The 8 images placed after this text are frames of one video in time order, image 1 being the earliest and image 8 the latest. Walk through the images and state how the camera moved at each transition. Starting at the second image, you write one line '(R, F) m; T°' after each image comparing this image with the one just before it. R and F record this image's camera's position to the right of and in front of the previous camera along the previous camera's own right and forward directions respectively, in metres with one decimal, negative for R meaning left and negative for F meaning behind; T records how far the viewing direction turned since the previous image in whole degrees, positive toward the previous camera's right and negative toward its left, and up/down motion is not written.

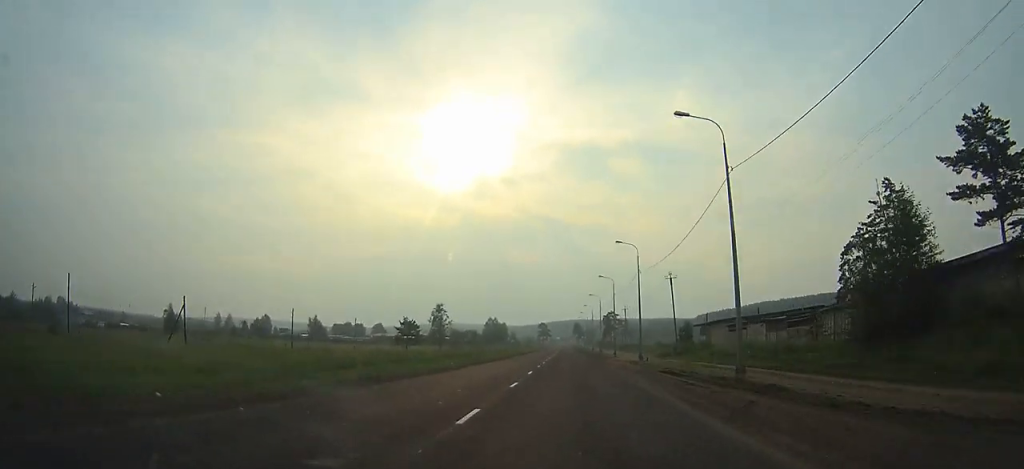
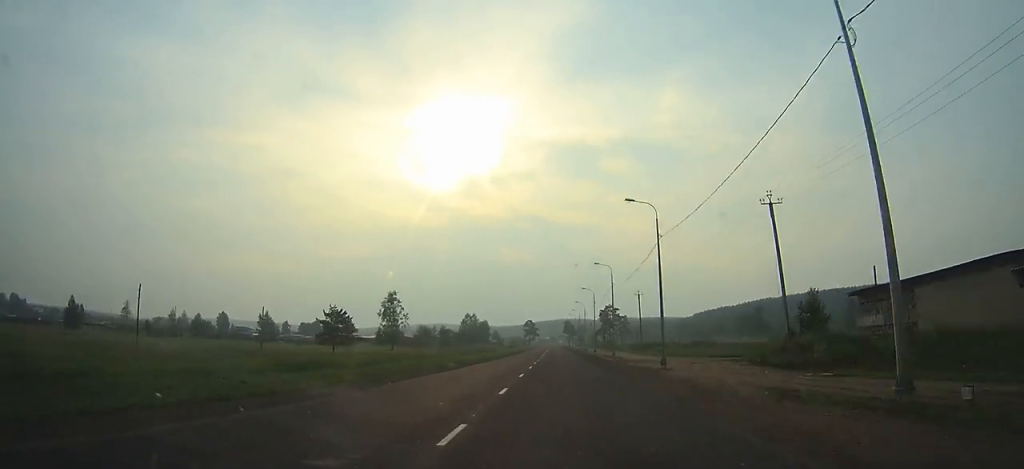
(0.0, +41.9) m; 0°
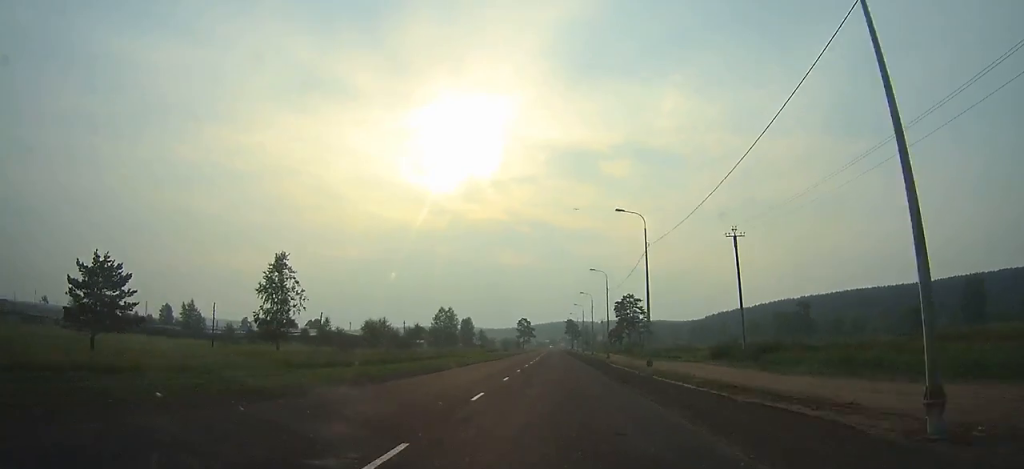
(+0.2, +58.0) m; 0°
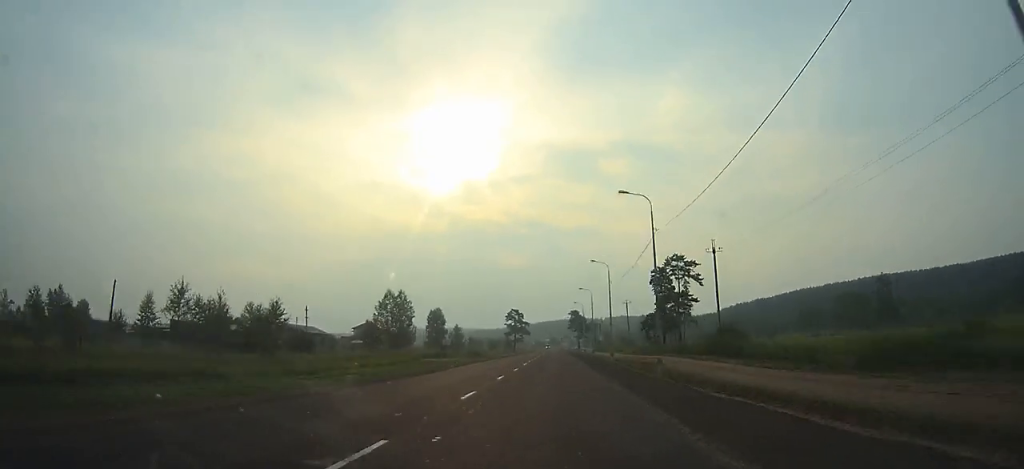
(-0.2, +62.5) m; 0°
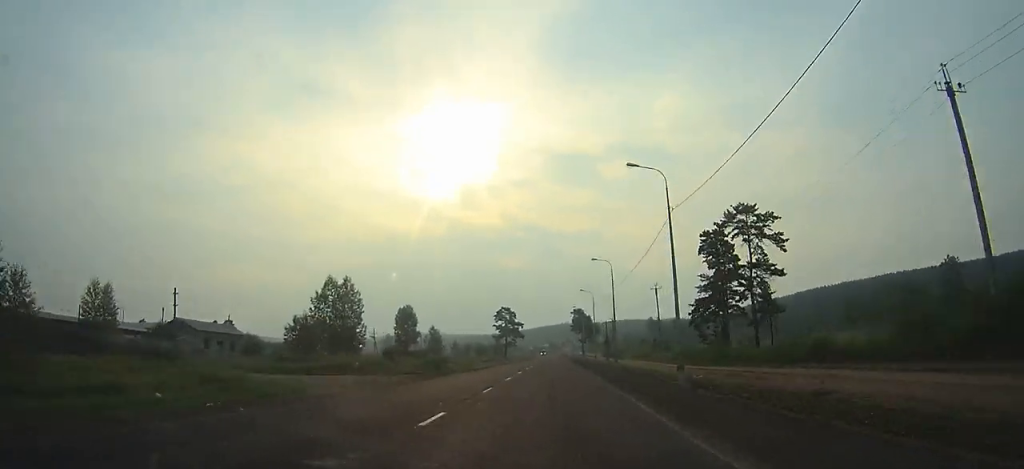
(-0.1, +34.4) m; 0°
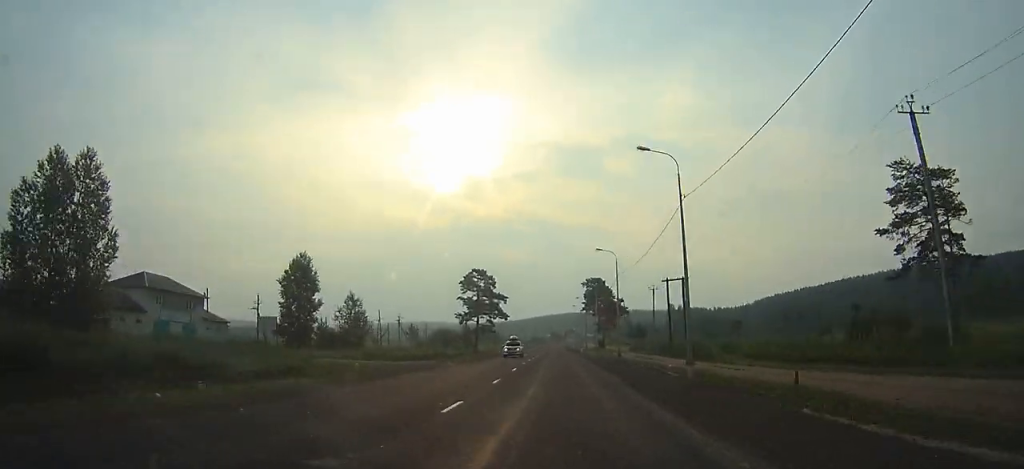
(-0.1, +58.8) m; 0°
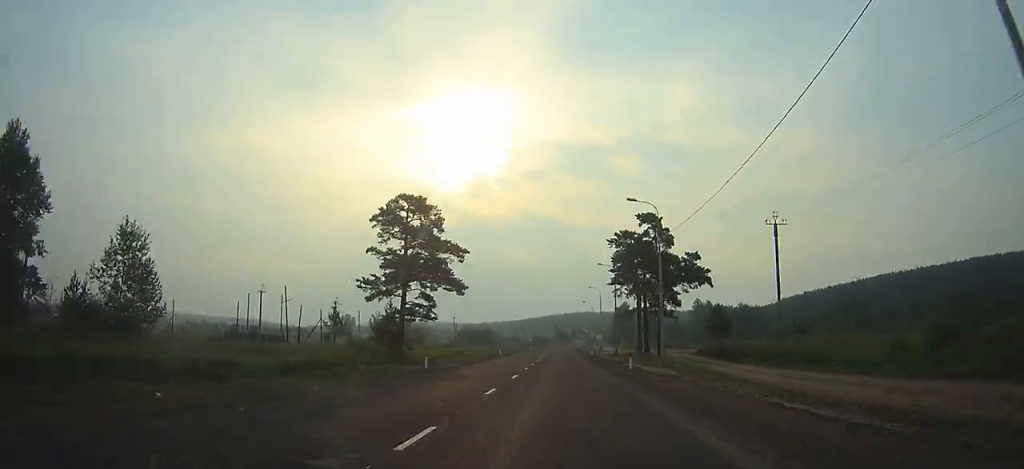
(-0.2, +50.8) m; 0°
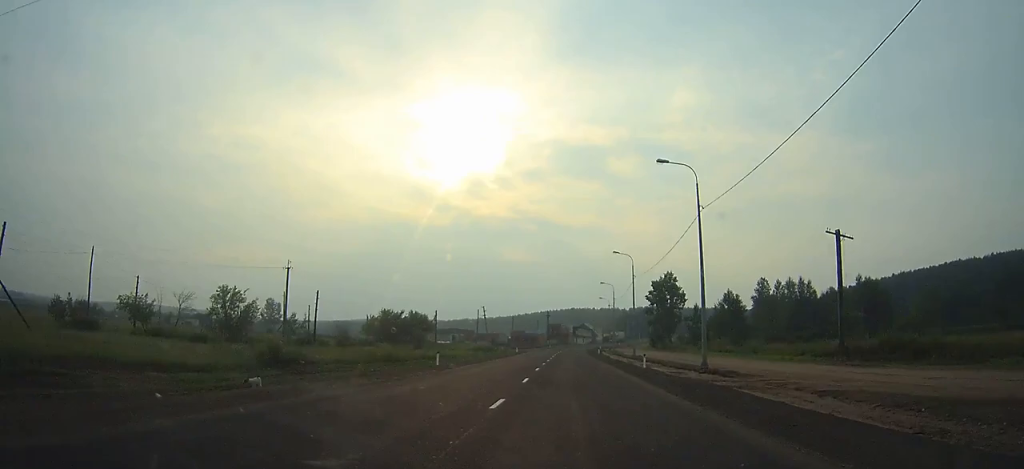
(+0.2, +97.6) m; +1°
